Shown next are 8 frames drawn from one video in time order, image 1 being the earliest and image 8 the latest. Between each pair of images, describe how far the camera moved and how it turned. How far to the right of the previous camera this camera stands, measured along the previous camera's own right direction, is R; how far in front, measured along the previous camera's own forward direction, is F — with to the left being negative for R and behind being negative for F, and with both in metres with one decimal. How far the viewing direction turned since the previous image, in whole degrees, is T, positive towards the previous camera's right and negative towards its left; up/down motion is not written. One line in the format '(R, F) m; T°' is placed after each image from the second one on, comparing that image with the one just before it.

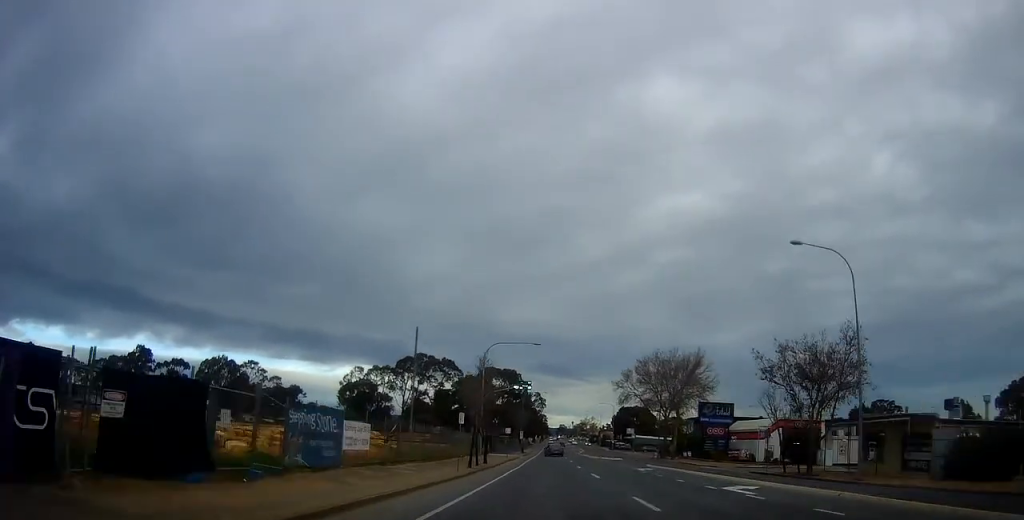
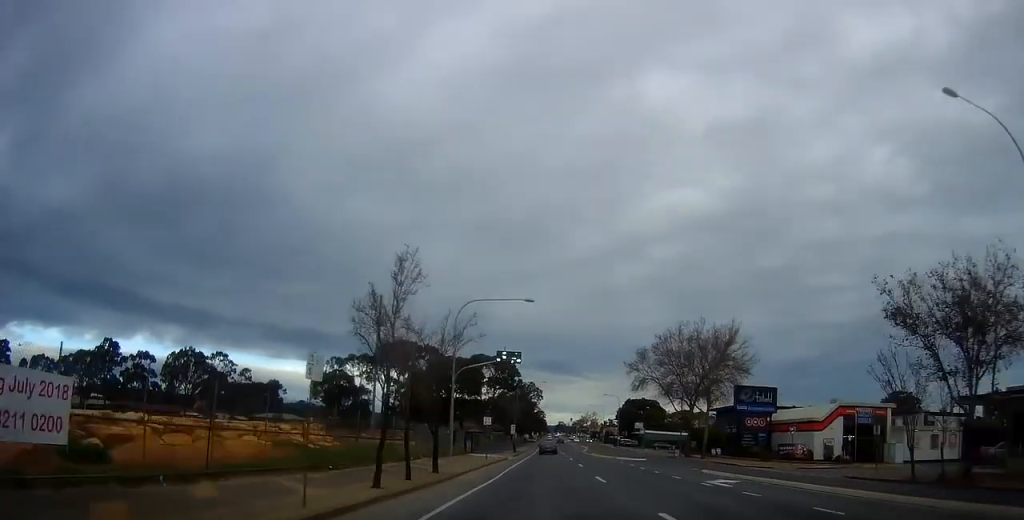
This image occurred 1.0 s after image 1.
(+0.4, +16.2) m; +1°
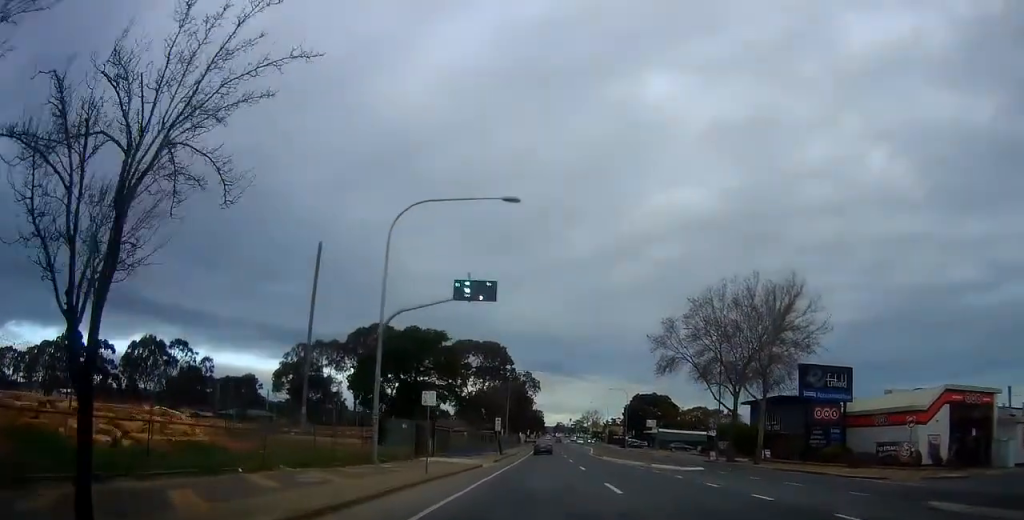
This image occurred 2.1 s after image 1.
(-0.2, +17.3) m; -1°
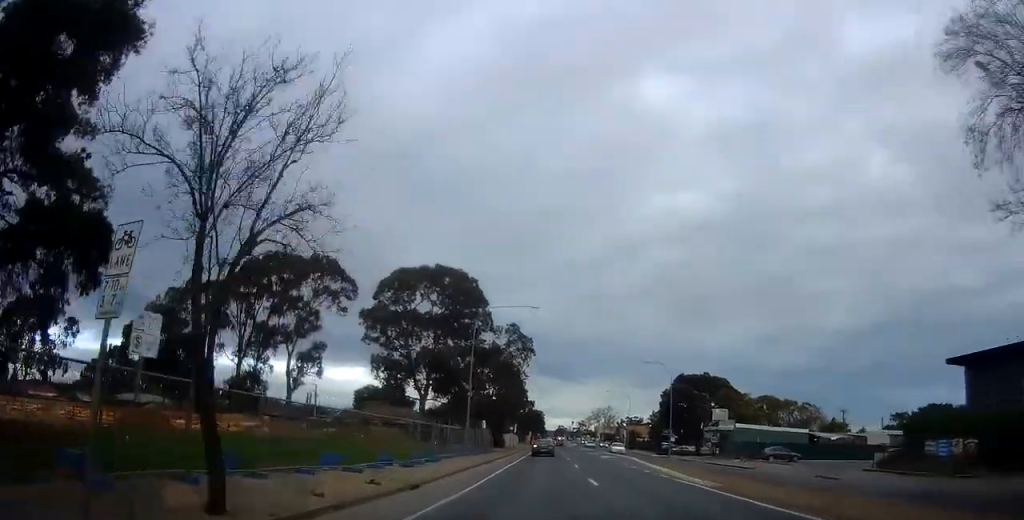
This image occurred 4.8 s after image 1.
(-0.4, +45.0) m; -1°
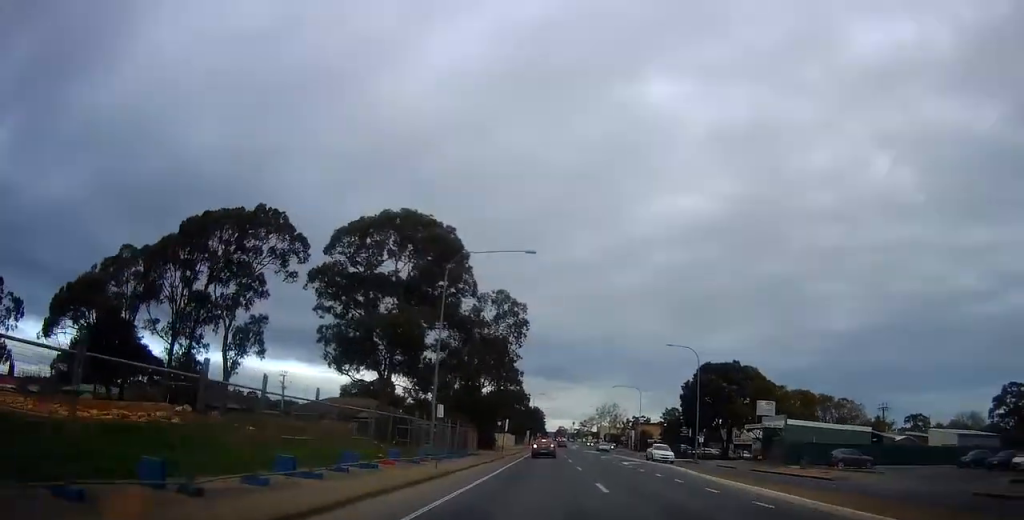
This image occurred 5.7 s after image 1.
(+0.3, +14.4) m; +2°
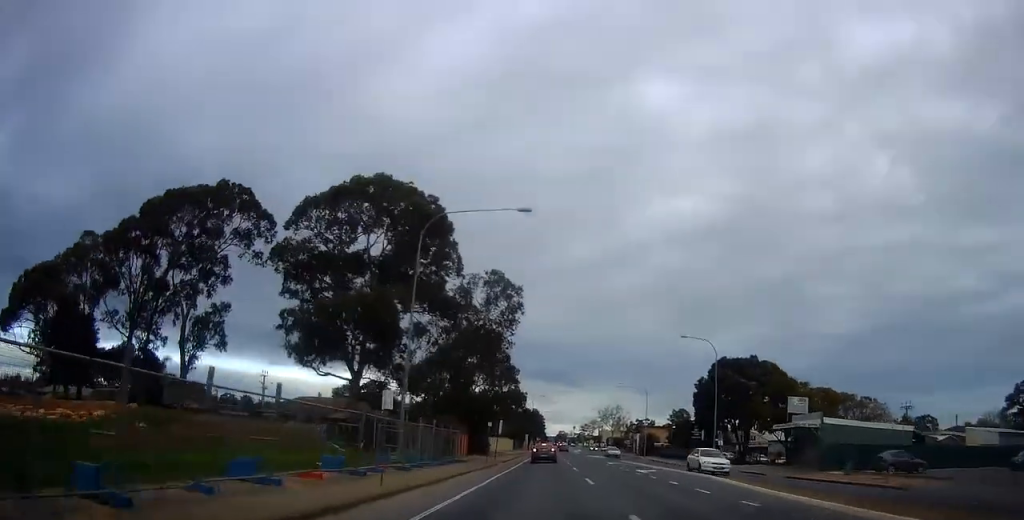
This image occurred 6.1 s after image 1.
(+0.2, +7.2) m; -1°
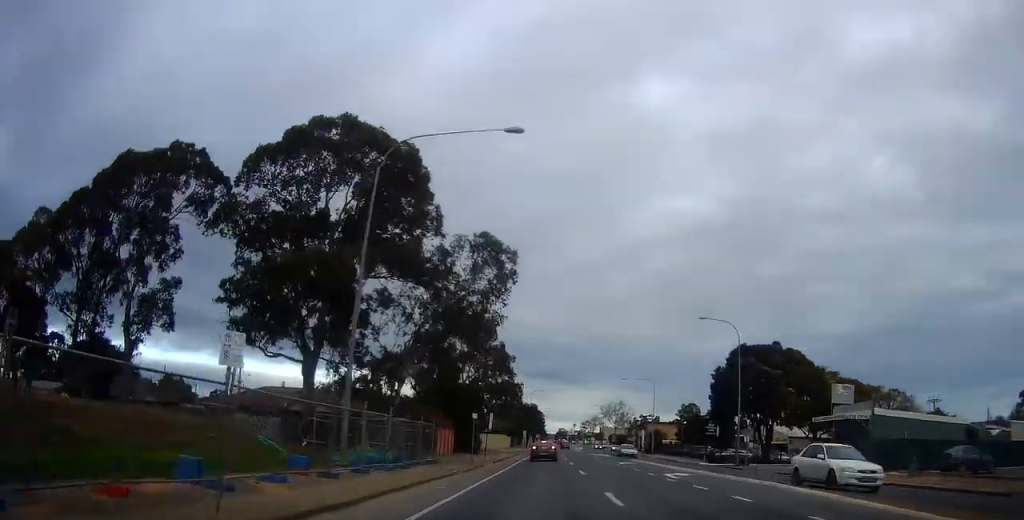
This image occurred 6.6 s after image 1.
(+0.3, +7.7) m; -1°
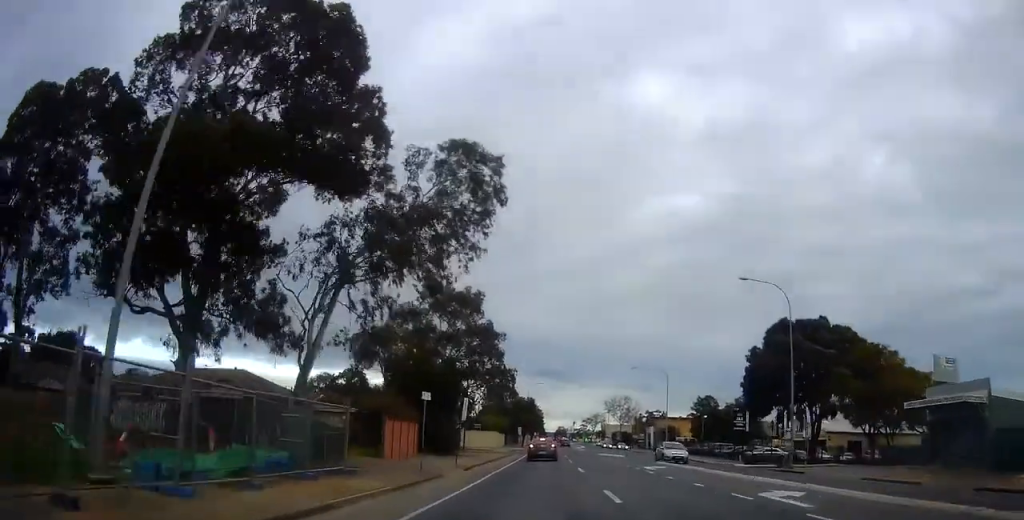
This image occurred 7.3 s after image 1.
(-0.7, +12.0) m; -2°
